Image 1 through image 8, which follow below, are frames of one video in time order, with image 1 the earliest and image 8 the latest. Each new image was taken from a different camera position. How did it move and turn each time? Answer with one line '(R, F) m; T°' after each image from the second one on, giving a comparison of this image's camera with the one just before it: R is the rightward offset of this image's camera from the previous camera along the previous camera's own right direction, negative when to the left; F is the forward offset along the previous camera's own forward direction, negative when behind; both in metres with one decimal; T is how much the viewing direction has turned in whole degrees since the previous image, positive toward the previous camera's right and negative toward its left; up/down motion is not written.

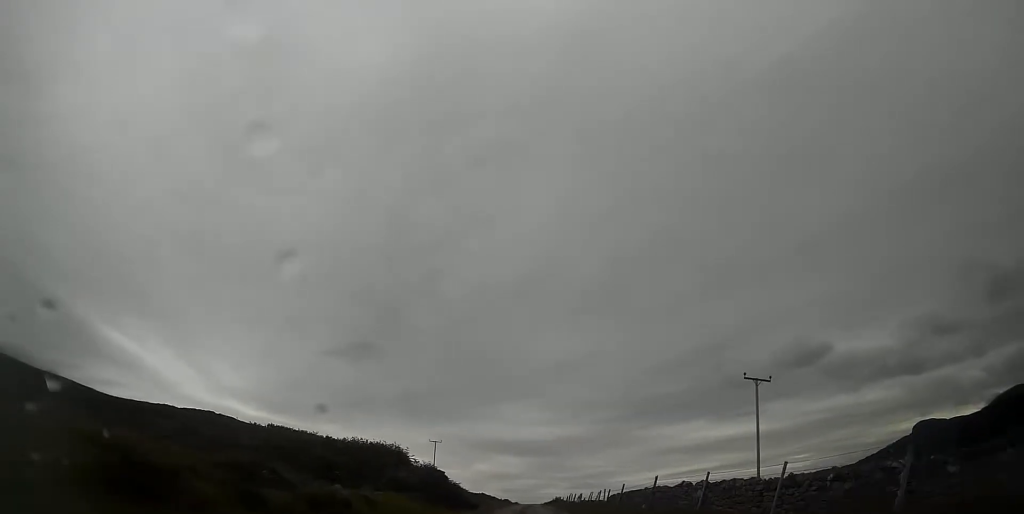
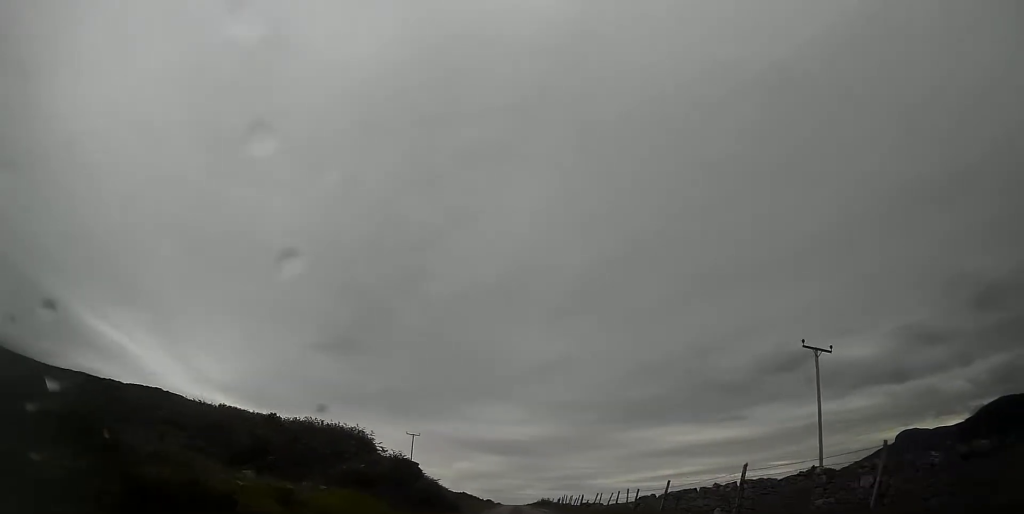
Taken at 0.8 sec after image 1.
(0.0, +8.7) m; 0°
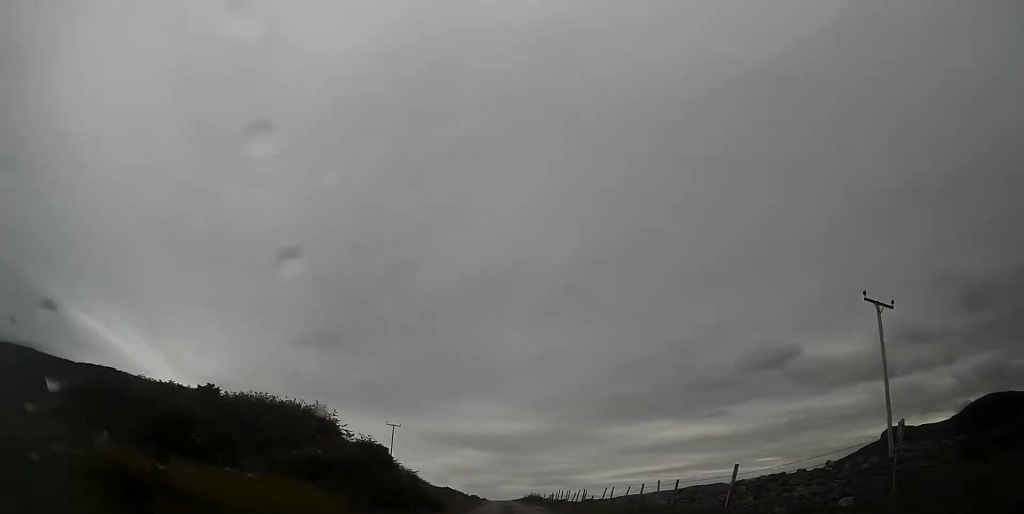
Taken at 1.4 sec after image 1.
(+0.1, +6.4) m; +1°
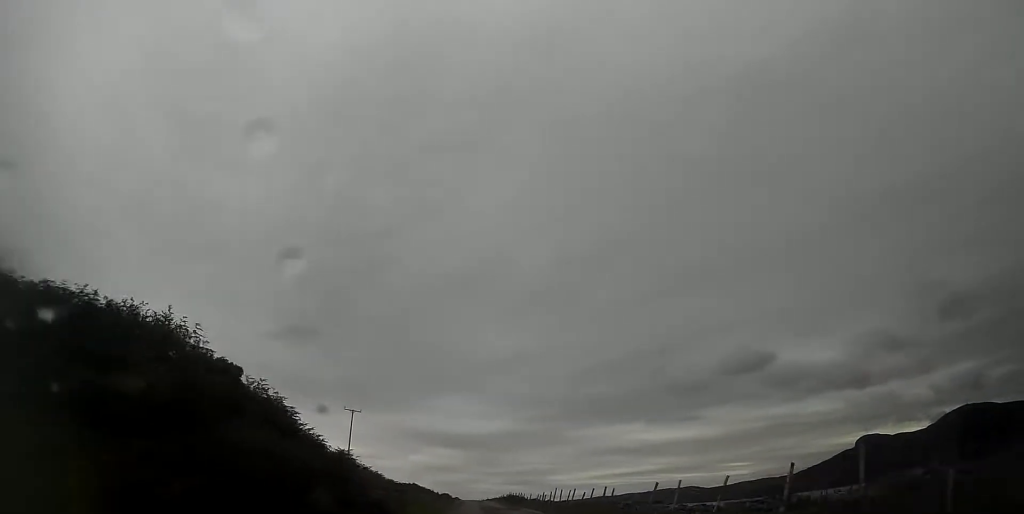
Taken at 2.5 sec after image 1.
(+0.3, +12.8) m; +4°
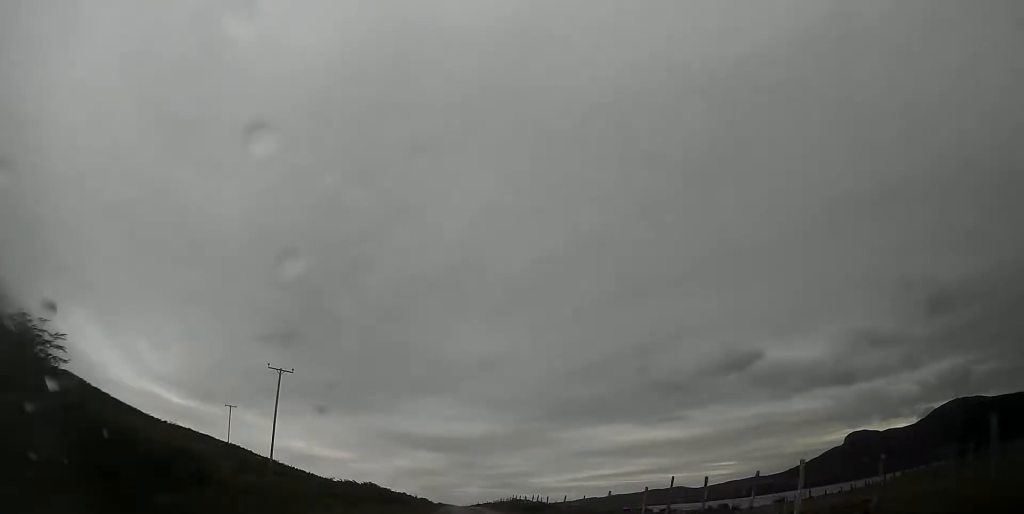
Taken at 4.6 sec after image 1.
(+0.1, +26.3) m; -1°
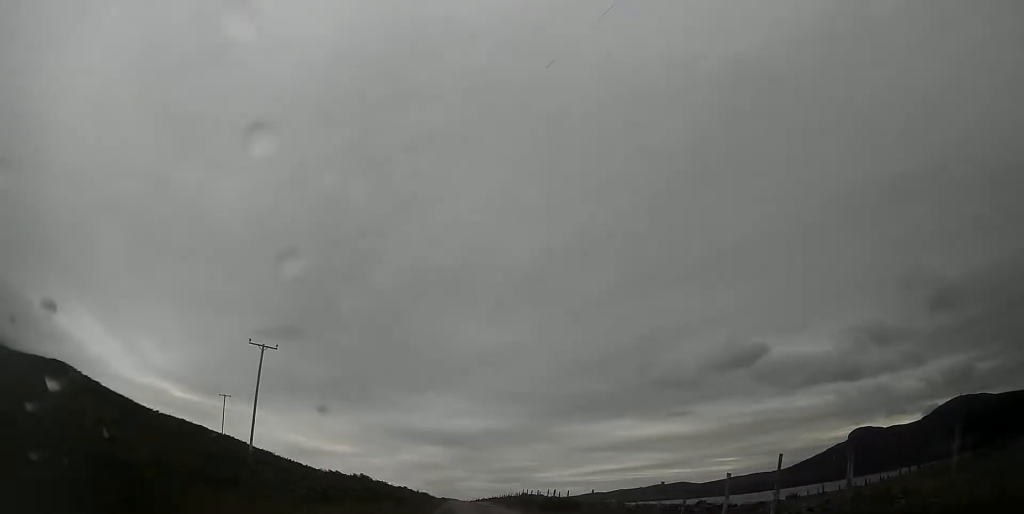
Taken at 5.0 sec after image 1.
(0.0, +6.2) m; 0°
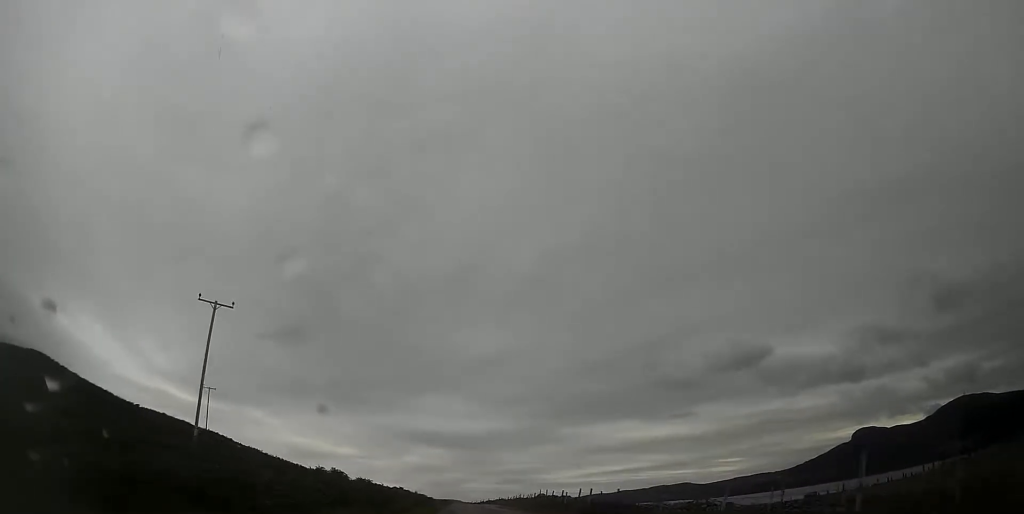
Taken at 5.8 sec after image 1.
(+0.1, +10.3) m; +1°
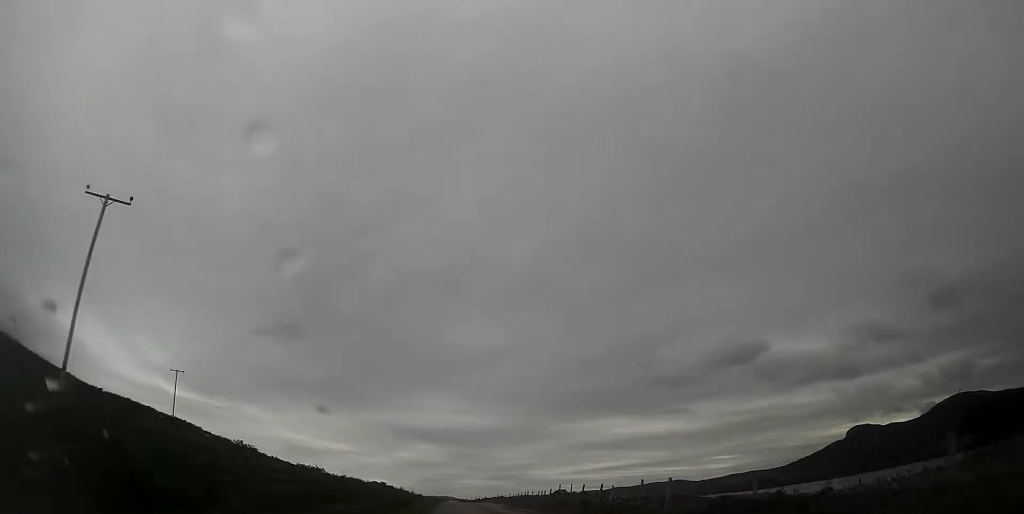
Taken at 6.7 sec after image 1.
(0.0, +12.4) m; 0°
